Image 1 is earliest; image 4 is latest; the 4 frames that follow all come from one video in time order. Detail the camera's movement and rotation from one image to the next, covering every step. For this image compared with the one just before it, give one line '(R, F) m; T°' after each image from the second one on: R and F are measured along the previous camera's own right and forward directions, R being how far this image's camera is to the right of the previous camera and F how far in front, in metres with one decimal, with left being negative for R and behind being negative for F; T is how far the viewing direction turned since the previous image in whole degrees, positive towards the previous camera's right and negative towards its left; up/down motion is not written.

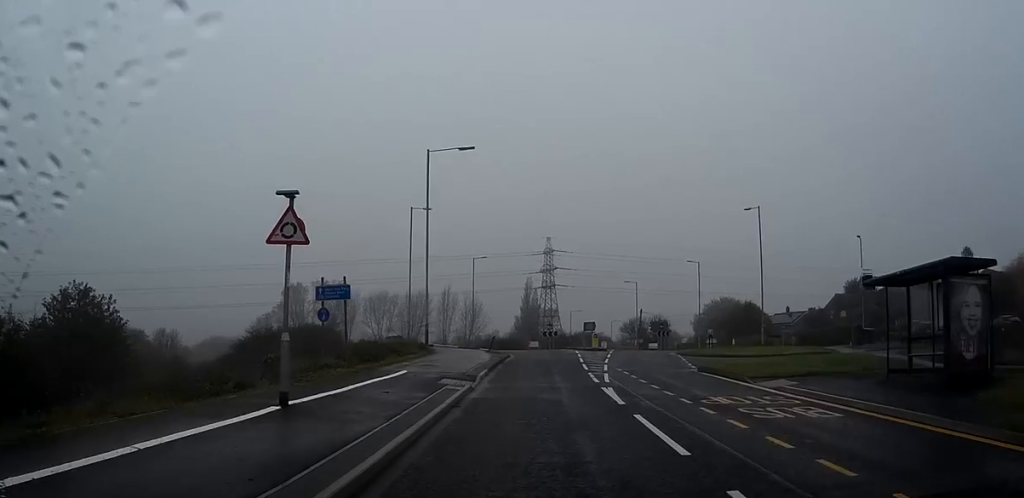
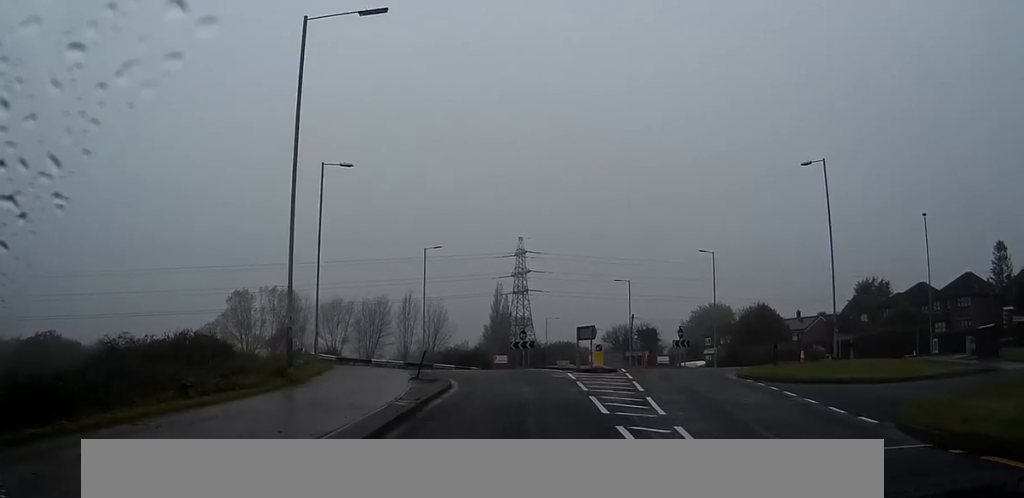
(-0.5, +19.4) m; 0°
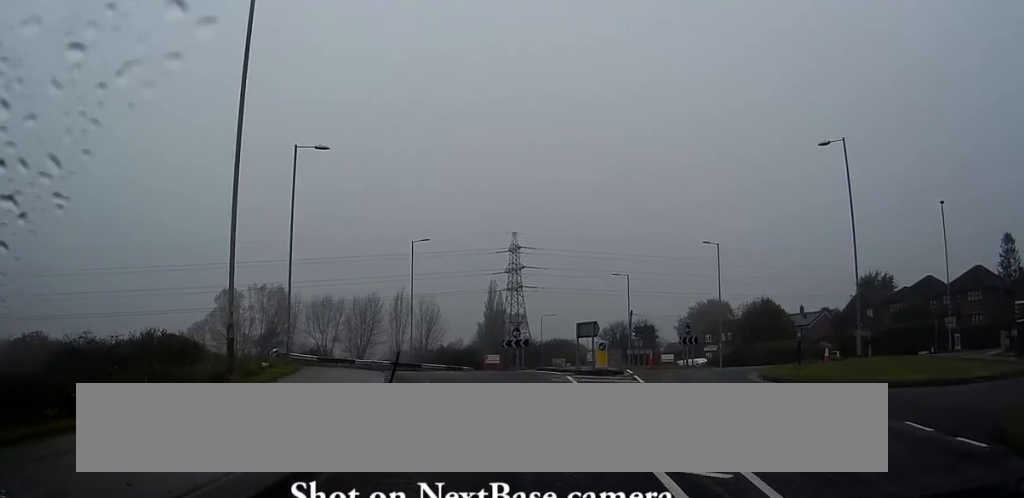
(-0.1, +3.9) m; +1°
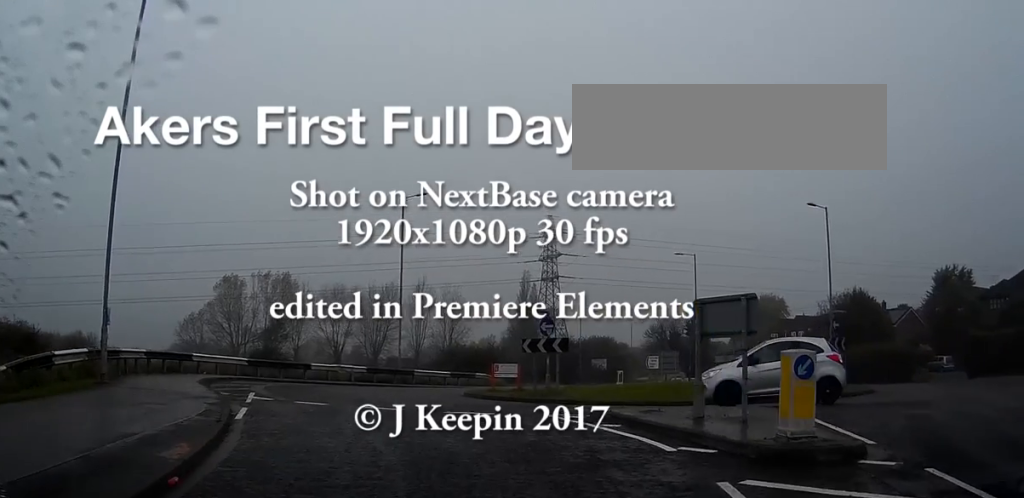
(-0.3, +18.7) m; -5°
